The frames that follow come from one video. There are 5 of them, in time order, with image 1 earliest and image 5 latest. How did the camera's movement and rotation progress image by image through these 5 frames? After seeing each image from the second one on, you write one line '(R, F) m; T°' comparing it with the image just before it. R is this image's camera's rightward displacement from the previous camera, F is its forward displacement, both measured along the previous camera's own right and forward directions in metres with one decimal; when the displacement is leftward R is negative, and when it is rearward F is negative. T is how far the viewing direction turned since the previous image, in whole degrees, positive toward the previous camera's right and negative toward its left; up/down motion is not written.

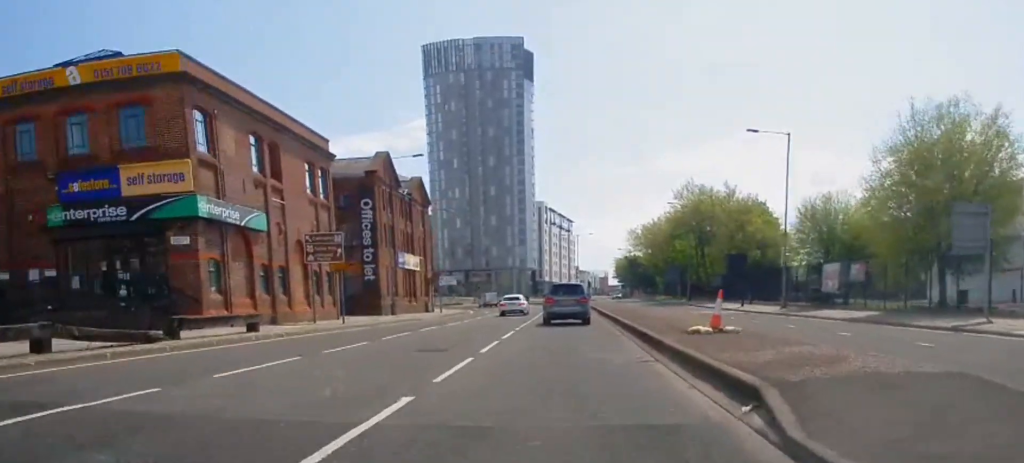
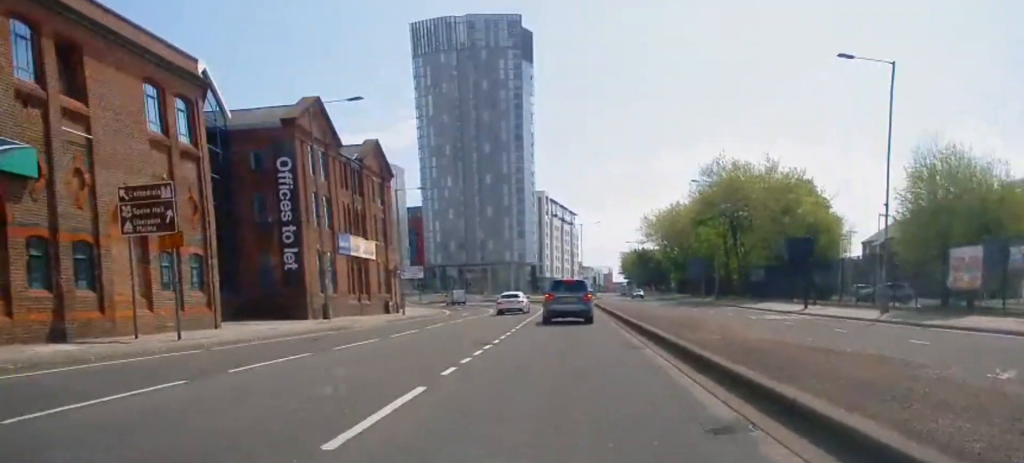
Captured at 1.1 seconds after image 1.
(-0.2, +17.3) m; 0°
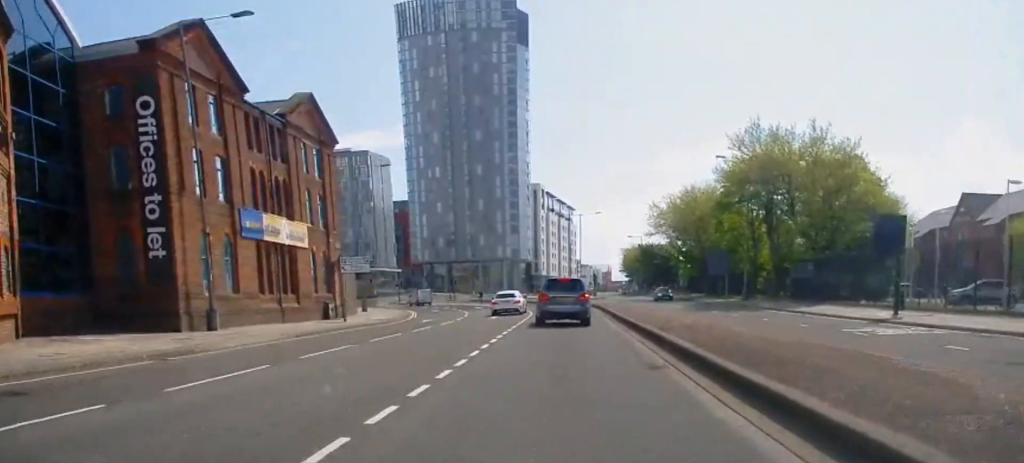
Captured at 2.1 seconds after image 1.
(+0.2, +14.1) m; +1°
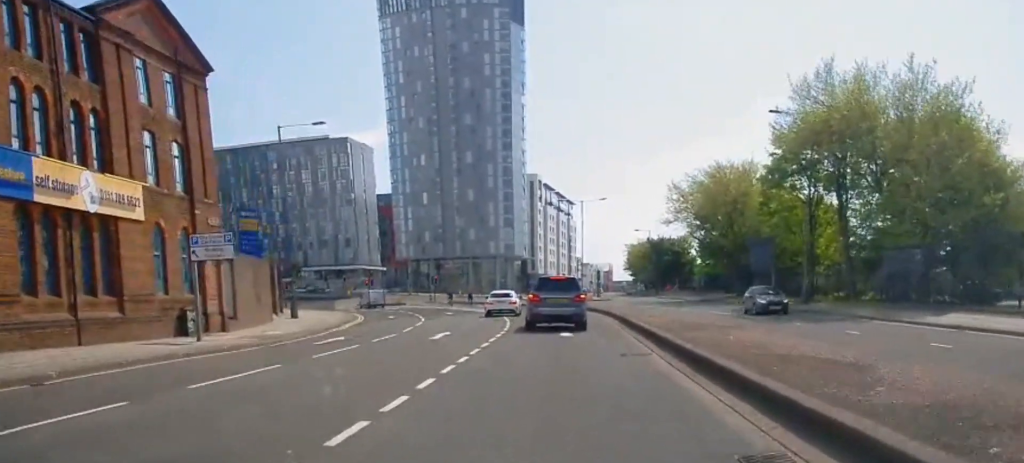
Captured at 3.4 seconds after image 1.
(+0.1, +17.7) m; 0°
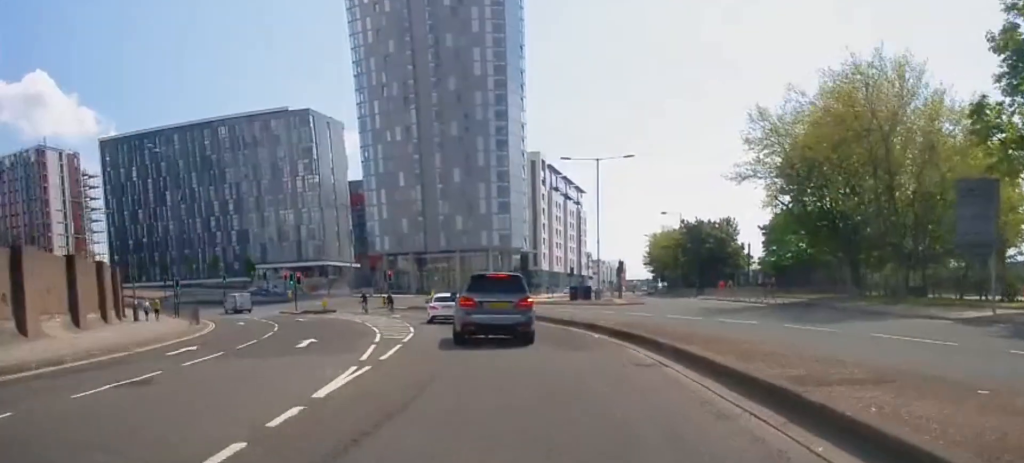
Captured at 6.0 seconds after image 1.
(-1.0, +31.3) m; -2°
